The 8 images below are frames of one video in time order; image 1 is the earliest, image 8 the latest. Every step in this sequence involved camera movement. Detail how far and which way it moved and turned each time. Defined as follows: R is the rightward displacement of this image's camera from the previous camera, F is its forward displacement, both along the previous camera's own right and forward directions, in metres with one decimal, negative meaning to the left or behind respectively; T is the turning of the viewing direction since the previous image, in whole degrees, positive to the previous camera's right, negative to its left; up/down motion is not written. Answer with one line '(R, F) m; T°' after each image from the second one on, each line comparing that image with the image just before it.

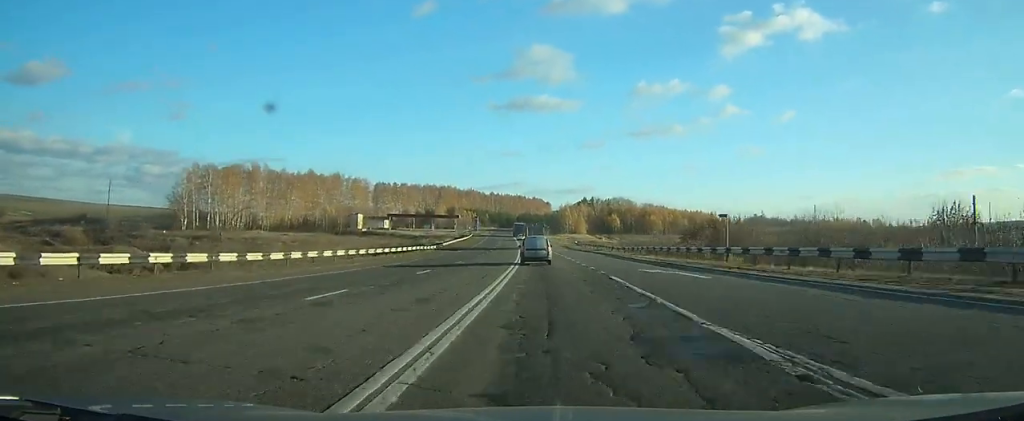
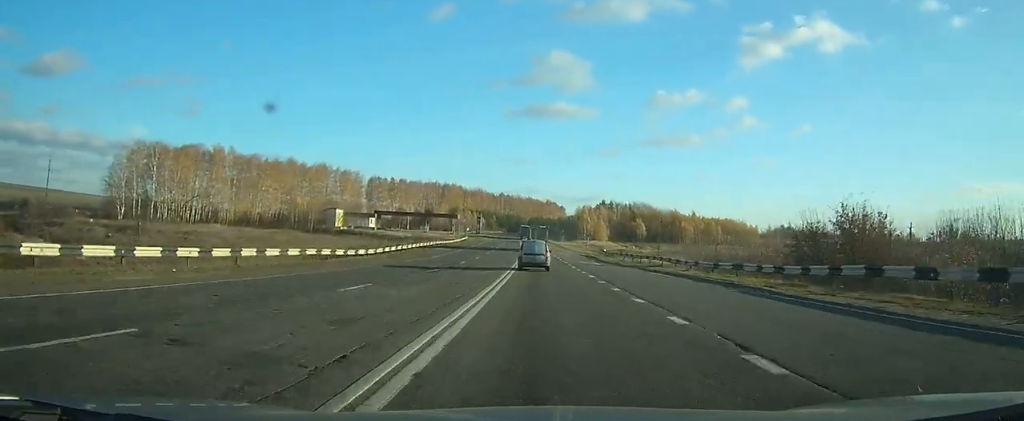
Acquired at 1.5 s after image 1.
(-0.8, +33.1) m; -2°
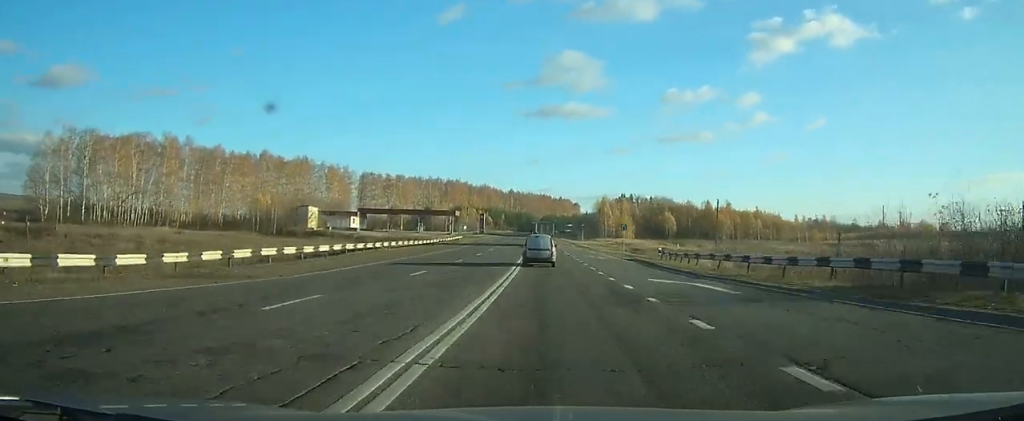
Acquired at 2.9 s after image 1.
(-0.3, +27.9) m; -1°
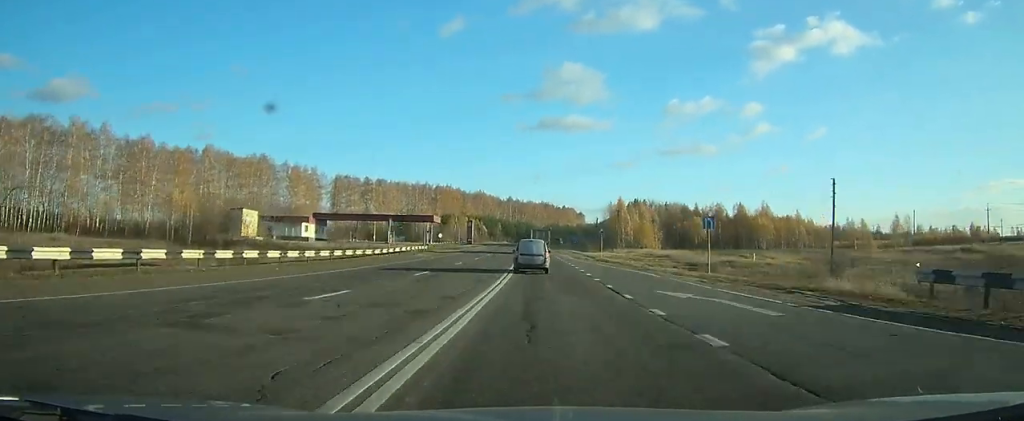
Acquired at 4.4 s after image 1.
(-0.2, +31.5) m; -1°
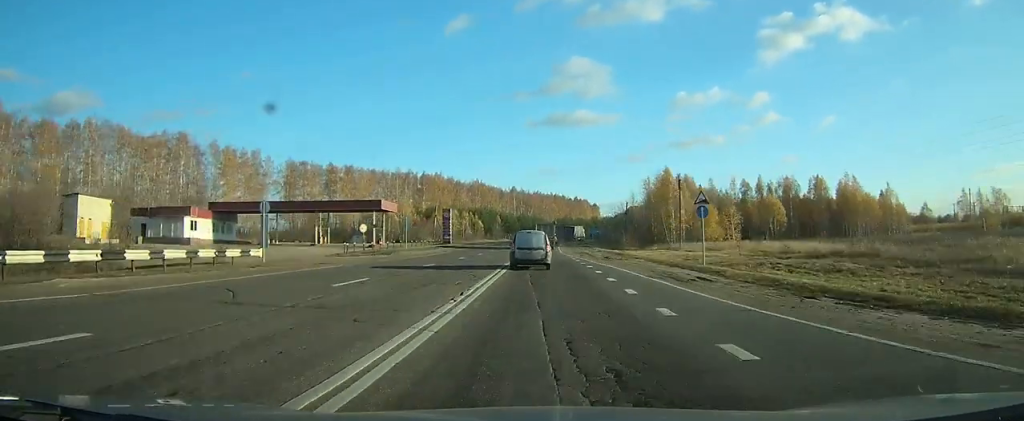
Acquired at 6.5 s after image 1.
(-0.1, +43.8) m; 0°
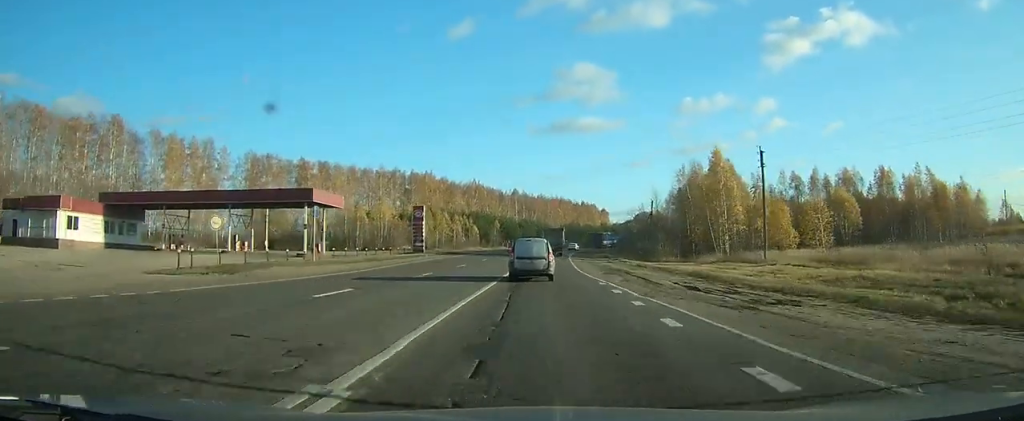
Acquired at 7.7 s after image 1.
(-0.1, +25.5) m; 0°
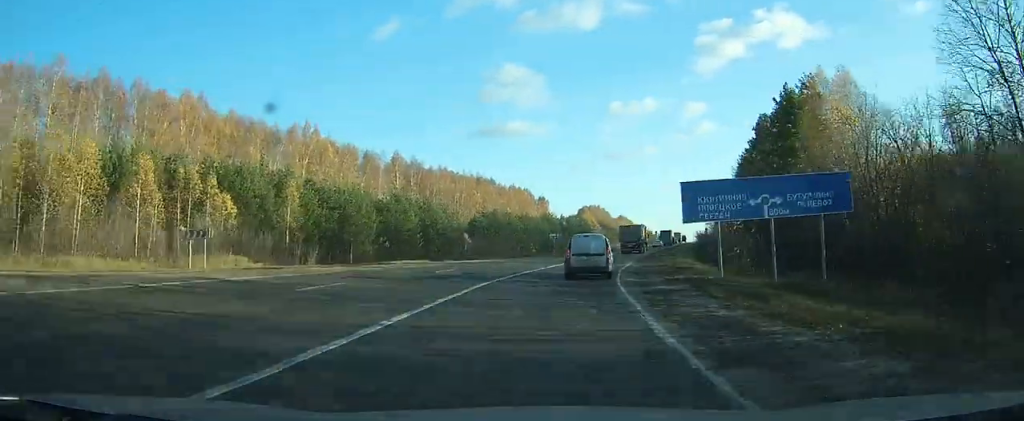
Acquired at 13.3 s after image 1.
(+4.3, +107.8) m; +9°
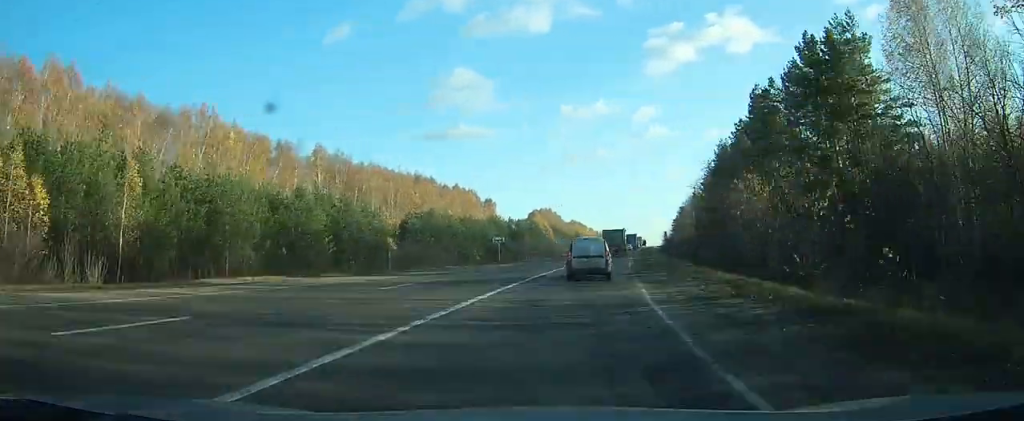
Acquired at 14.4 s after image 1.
(+0.5, +19.1) m; +3°
